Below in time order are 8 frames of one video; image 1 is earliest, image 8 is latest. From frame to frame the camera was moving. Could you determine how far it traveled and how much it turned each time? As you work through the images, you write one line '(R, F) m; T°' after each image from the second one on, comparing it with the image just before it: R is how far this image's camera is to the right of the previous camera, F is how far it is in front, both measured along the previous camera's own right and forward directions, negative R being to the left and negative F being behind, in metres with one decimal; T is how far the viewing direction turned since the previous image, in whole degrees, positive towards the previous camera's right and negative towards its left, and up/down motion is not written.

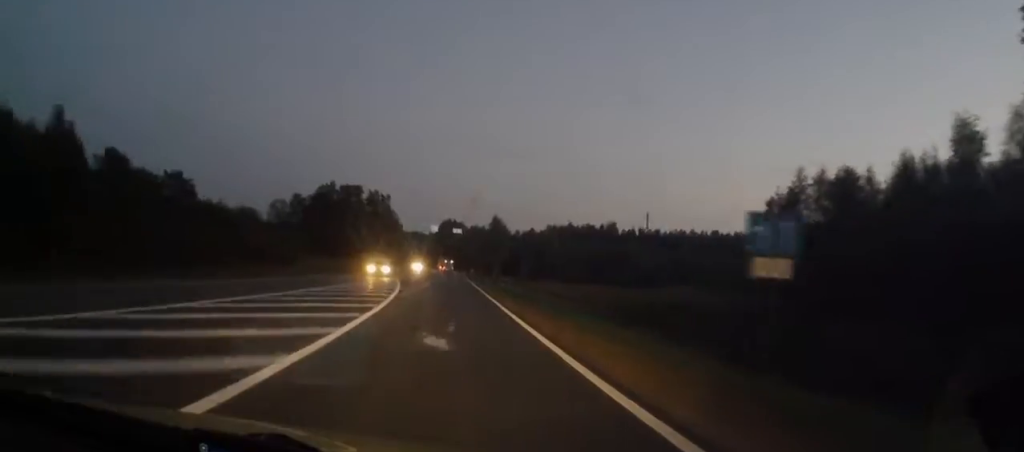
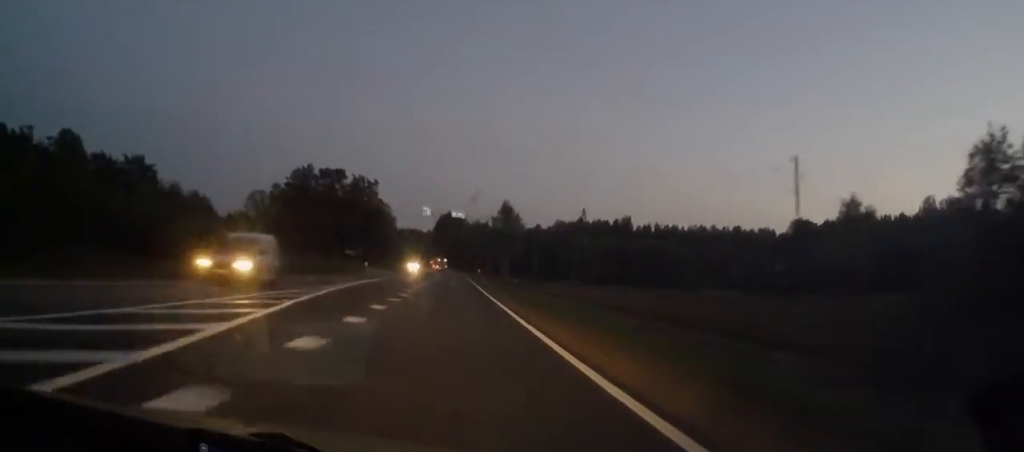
(0.0, +28.2) m; 0°
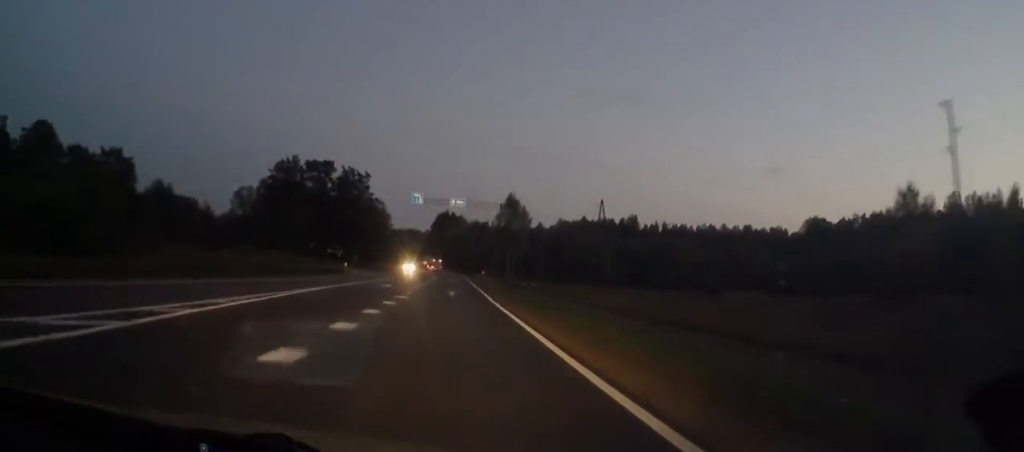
(0.0, +13.1) m; 0°
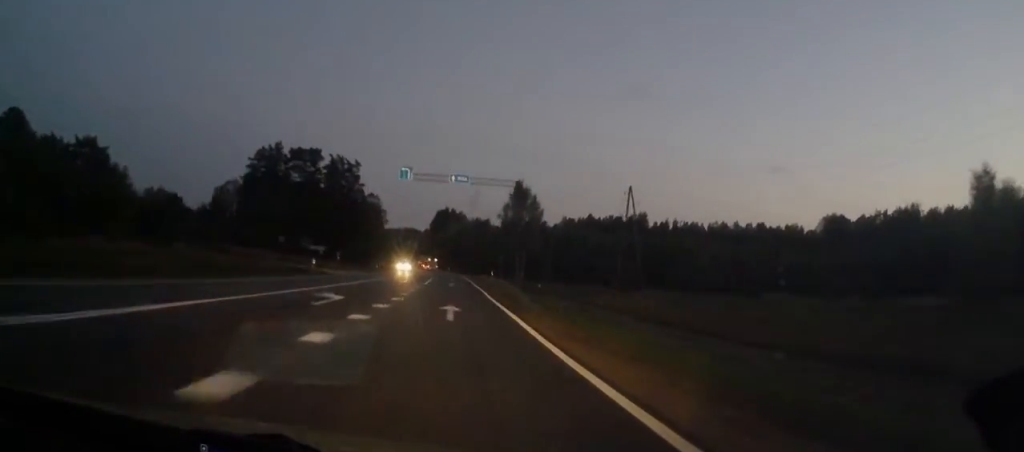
(0.0, +14.1) m; 0°
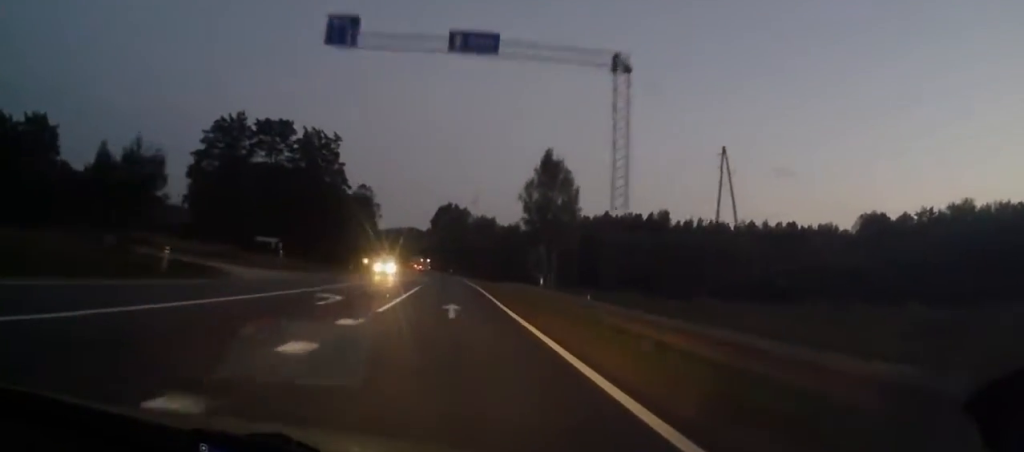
(+0.1, +25.3) m; 0°
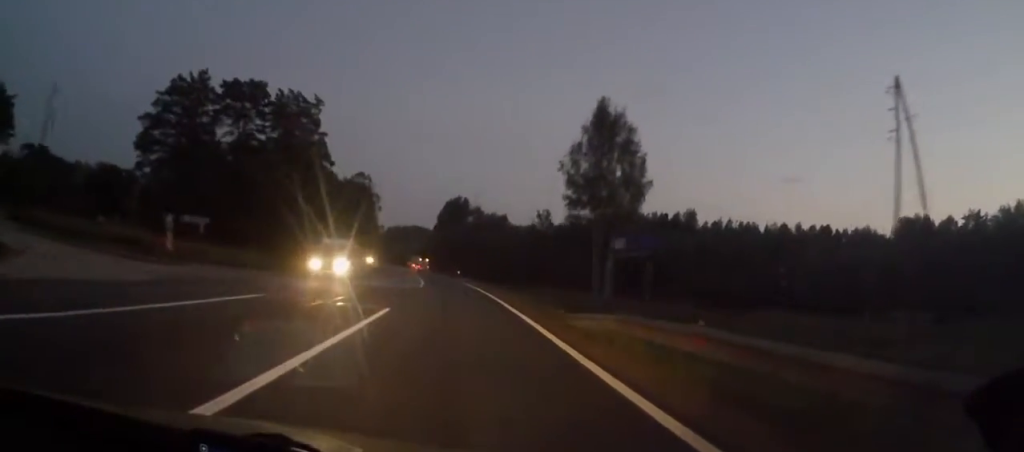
(+0.1, +20.6) m; 0°
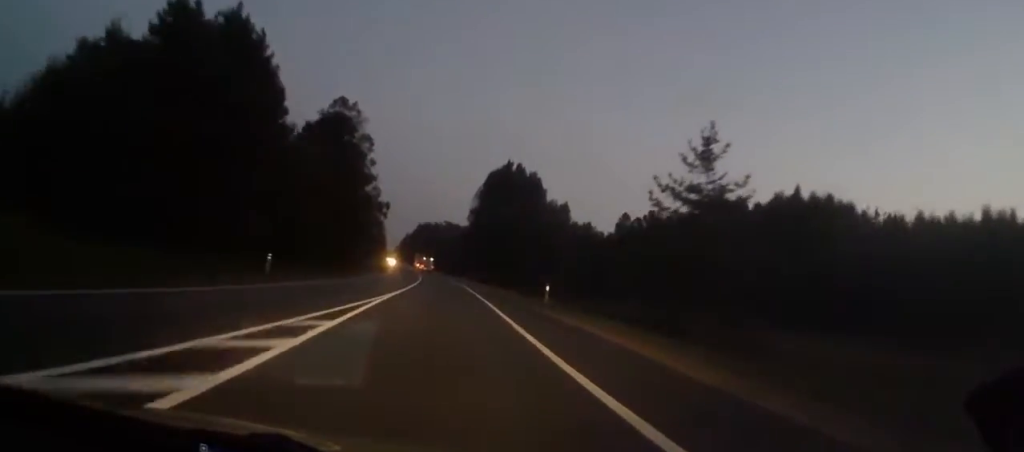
(-0.9, +70.7) m; -2°
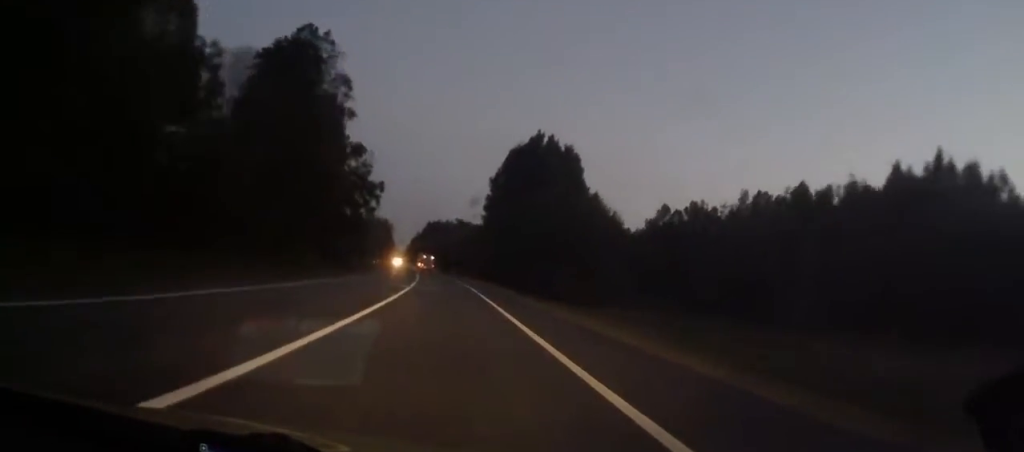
(-0.3, +27.4) m; -1°
